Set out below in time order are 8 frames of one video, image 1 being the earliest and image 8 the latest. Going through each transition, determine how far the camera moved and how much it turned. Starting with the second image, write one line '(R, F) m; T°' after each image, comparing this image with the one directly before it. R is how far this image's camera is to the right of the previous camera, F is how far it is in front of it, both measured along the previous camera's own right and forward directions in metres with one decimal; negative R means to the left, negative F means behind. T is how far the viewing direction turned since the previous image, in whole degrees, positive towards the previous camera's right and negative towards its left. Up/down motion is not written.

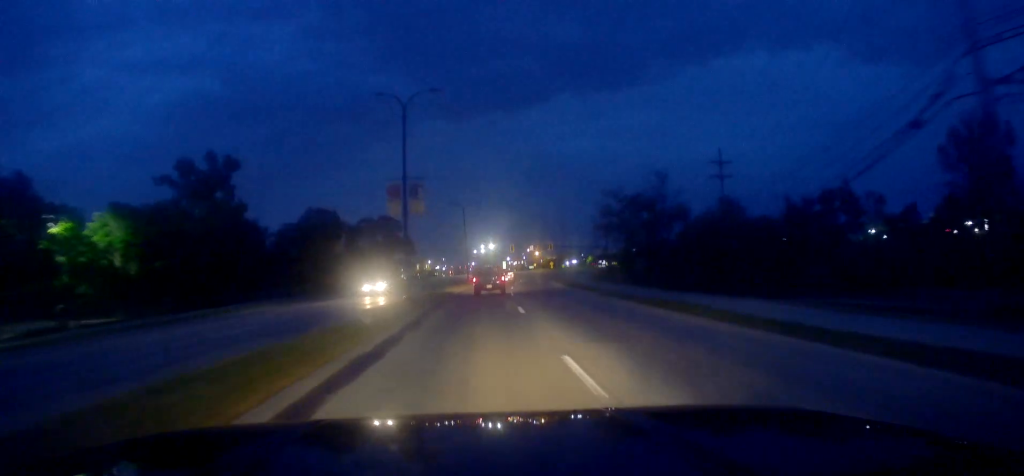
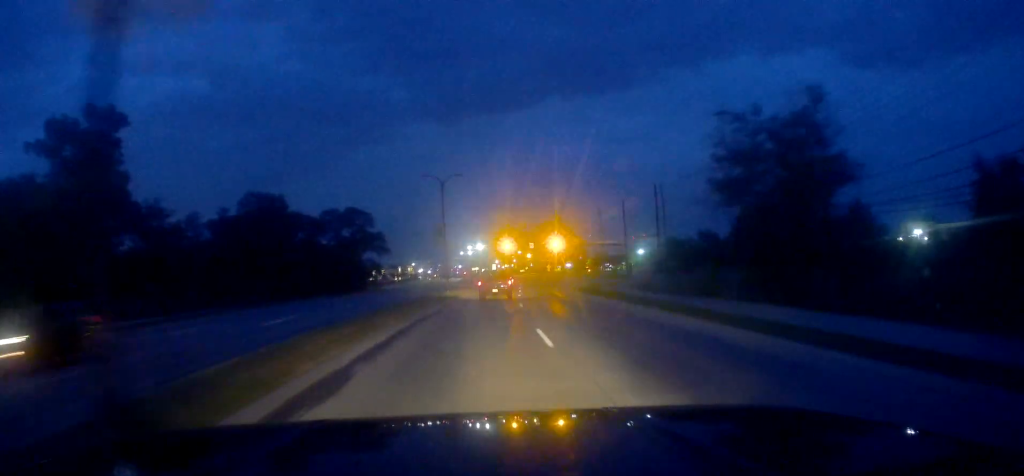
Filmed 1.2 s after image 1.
(+0.3, +25.4) m; +1°
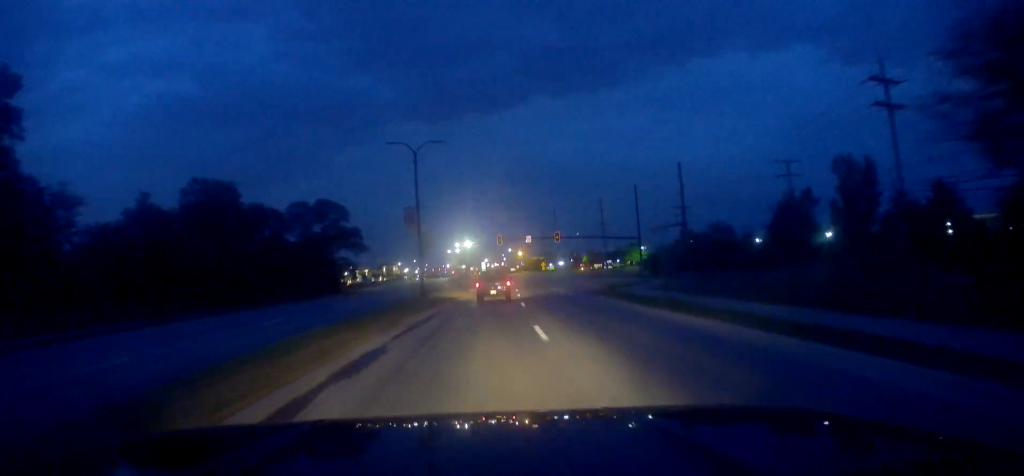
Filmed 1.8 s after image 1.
(-0.1, +14.3) m; 0°
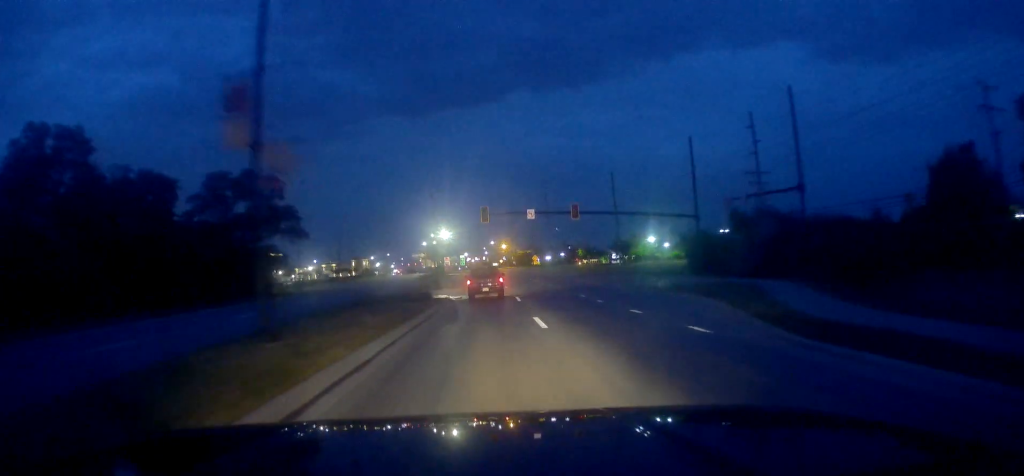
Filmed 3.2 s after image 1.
(+0.4, +28.1) m; +1°
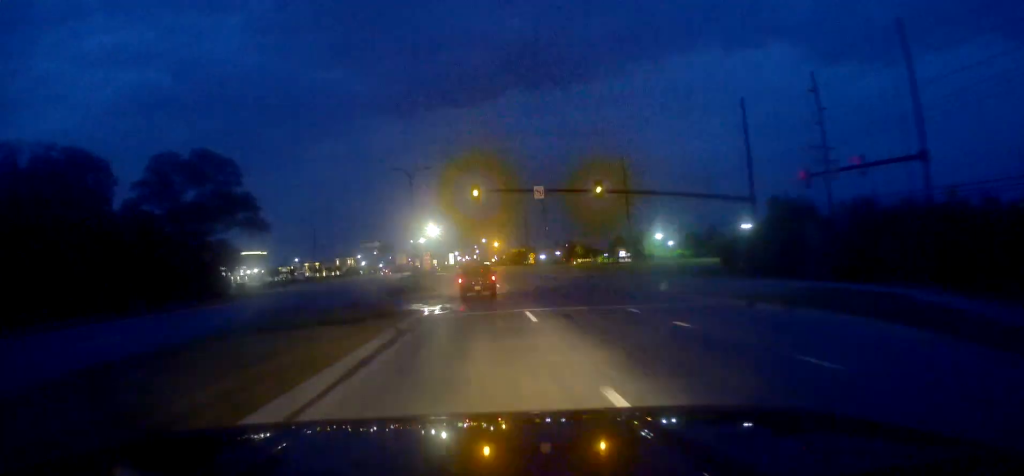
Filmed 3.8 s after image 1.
(0.0, +13.2) m; 0°
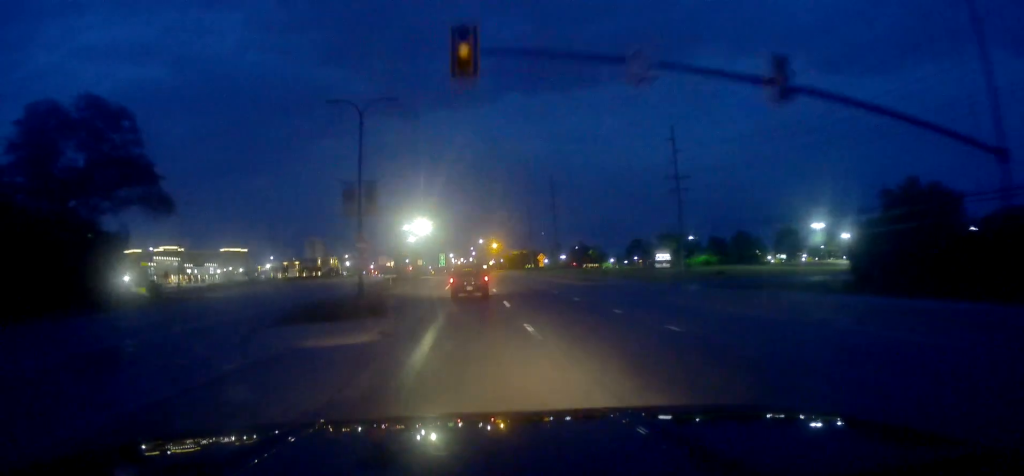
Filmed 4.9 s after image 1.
(+0.2, +23.2) m; +1°
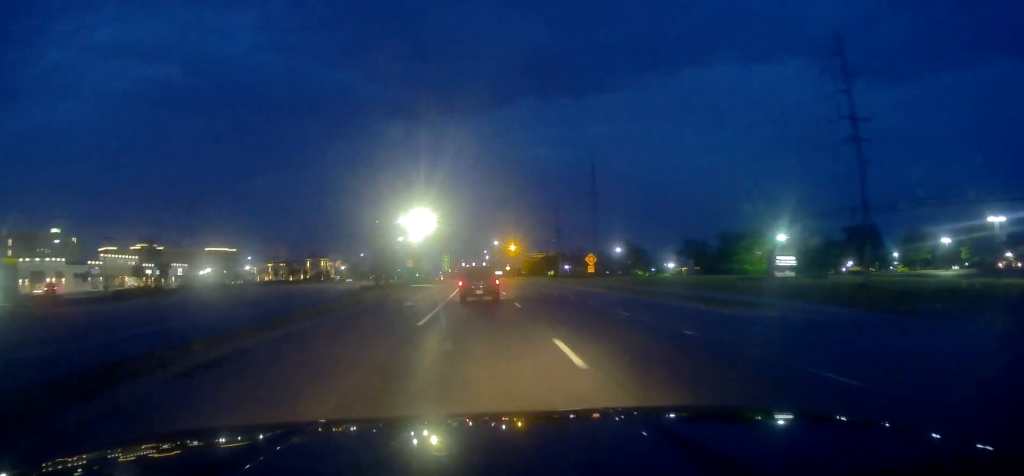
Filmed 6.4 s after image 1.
(0.0, +30.5) m; +1°
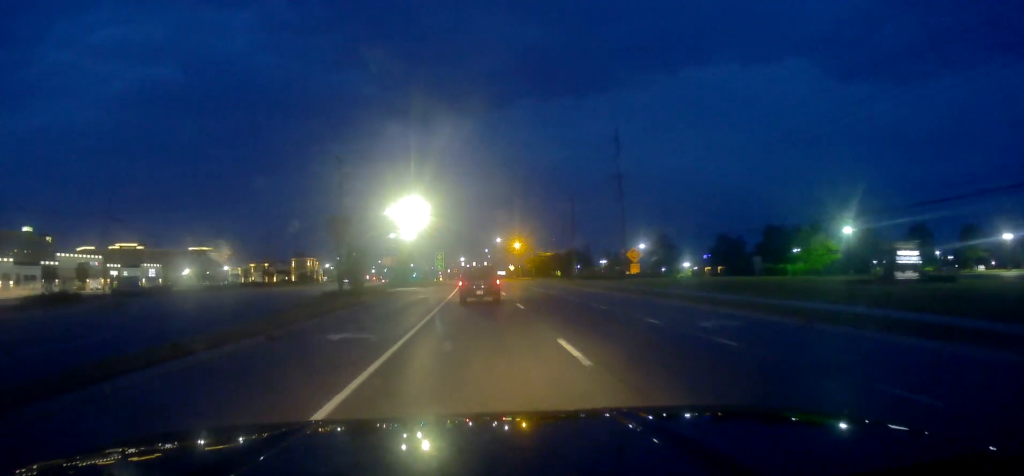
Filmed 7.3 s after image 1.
(+0.5, +16.8) m; 0°
